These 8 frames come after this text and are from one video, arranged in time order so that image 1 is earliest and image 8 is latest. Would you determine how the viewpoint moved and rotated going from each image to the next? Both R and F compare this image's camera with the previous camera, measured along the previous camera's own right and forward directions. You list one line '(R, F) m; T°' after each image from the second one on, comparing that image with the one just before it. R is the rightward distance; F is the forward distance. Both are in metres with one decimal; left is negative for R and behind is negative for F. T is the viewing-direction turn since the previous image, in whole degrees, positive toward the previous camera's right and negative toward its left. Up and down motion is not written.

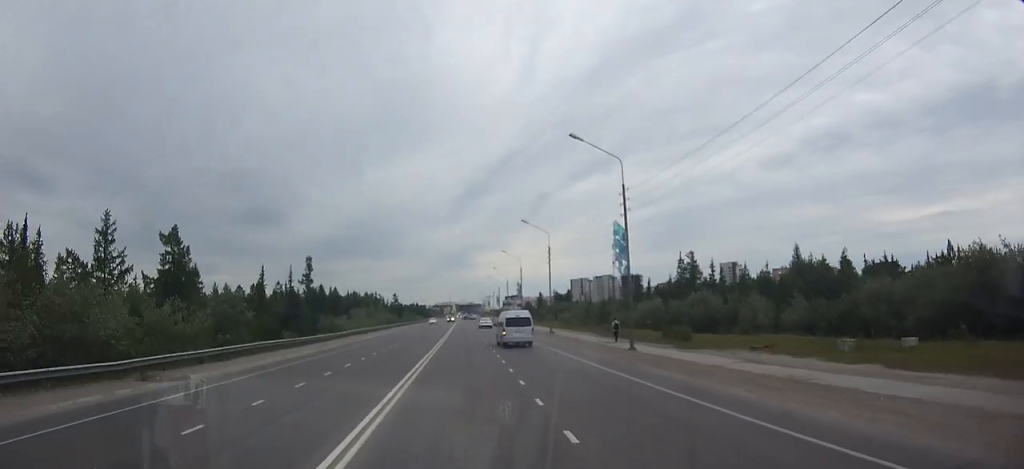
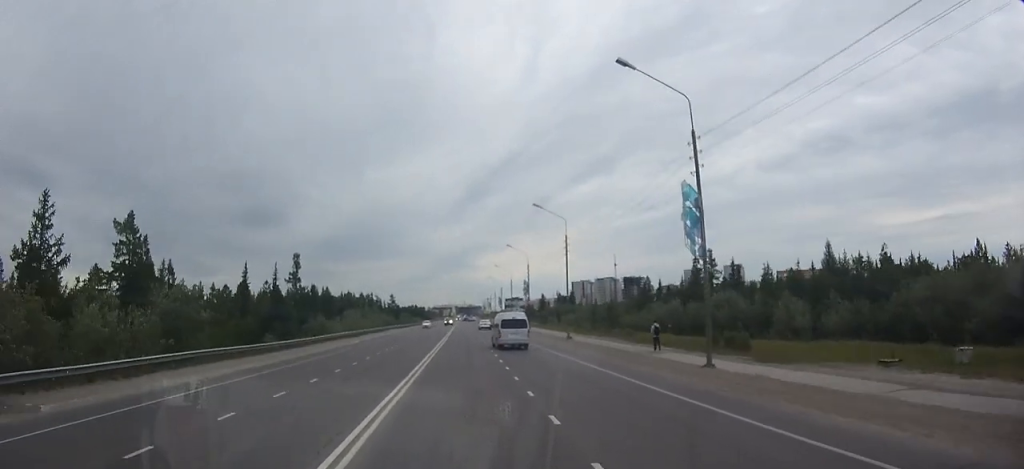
(0.0, +10.2) m; 0°
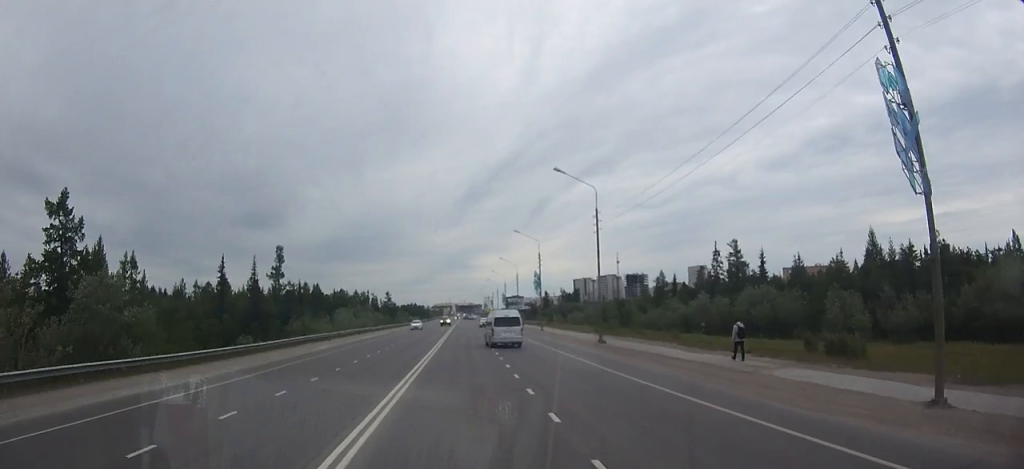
(0.0, +12.1) m; 0°
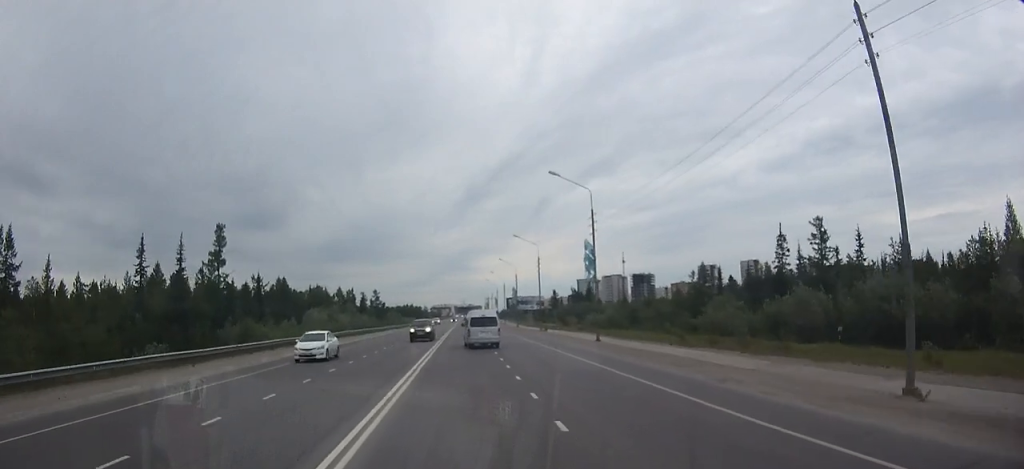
(-0.1, +30.5) m; 0°
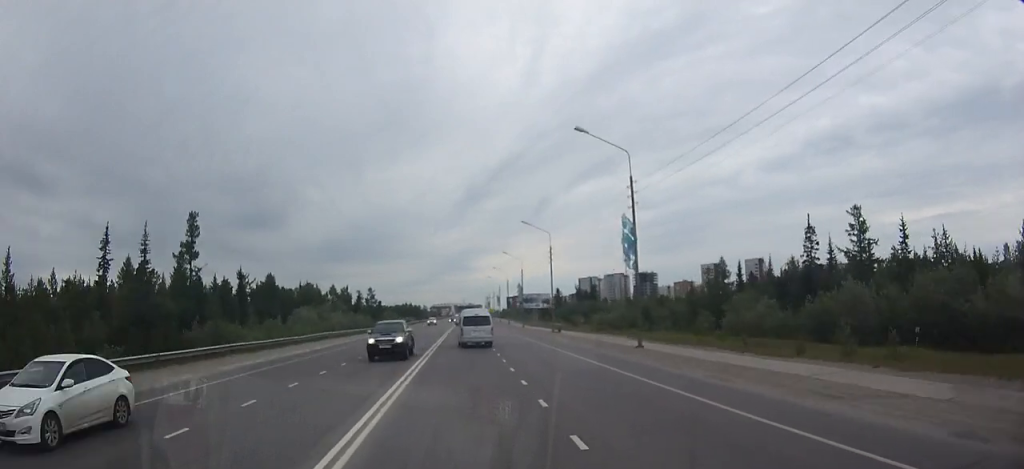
(0.0, +10.7) m; 0°
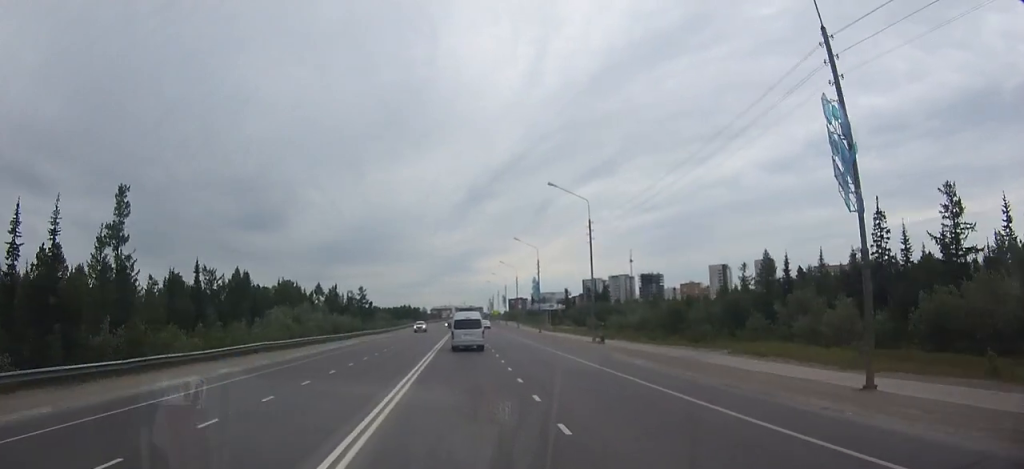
(0.0, +22.4) m; 0°
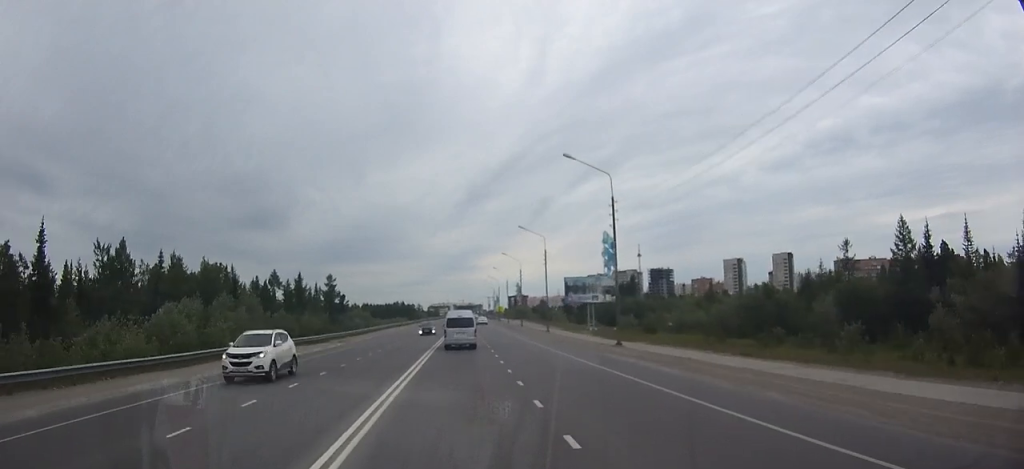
(+0.1, +45.1) m; 0°
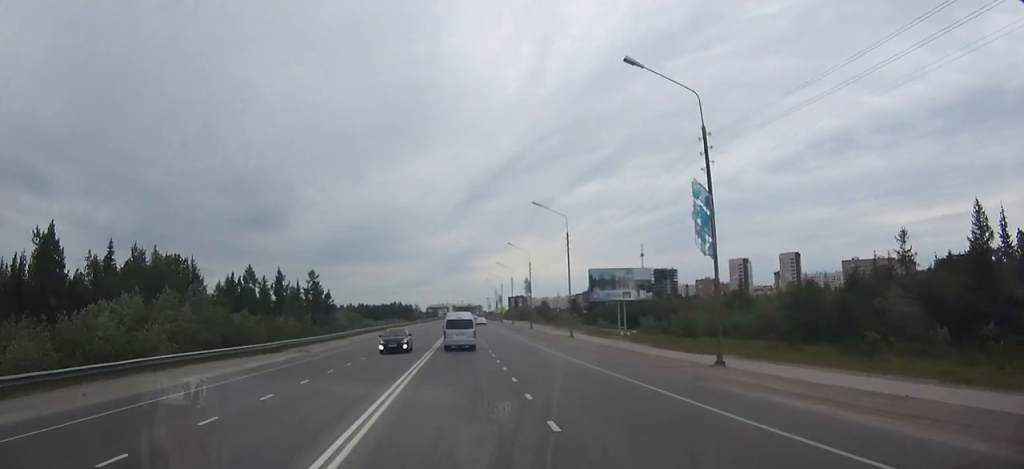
(0.0, +14.9) m; 0°
